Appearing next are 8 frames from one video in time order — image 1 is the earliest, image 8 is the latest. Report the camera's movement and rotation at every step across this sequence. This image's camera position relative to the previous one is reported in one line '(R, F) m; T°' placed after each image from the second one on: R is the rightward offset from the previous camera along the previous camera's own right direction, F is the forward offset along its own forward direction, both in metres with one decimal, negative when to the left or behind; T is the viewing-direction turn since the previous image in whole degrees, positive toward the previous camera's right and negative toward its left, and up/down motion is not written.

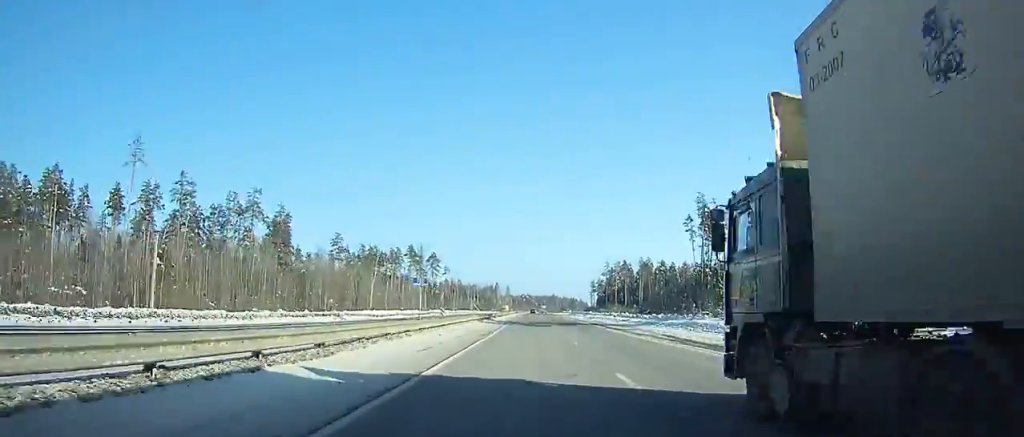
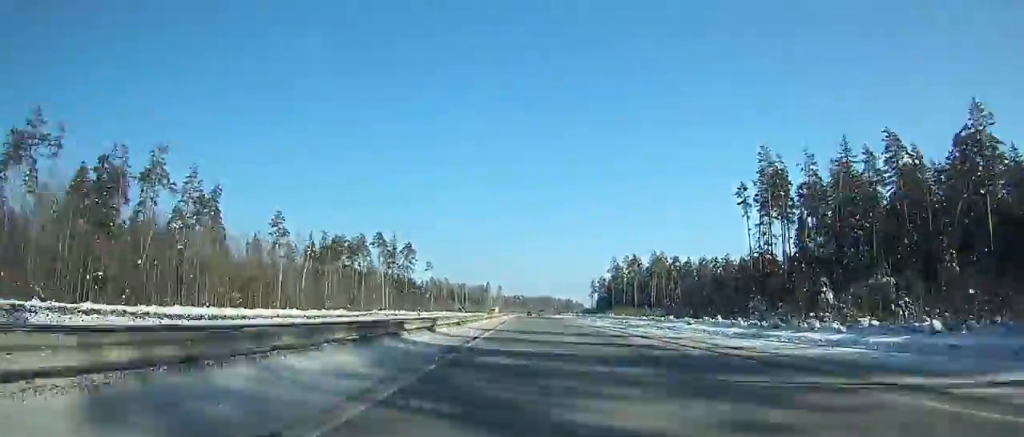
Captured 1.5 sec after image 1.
(0.0, +43.7) m; +1°
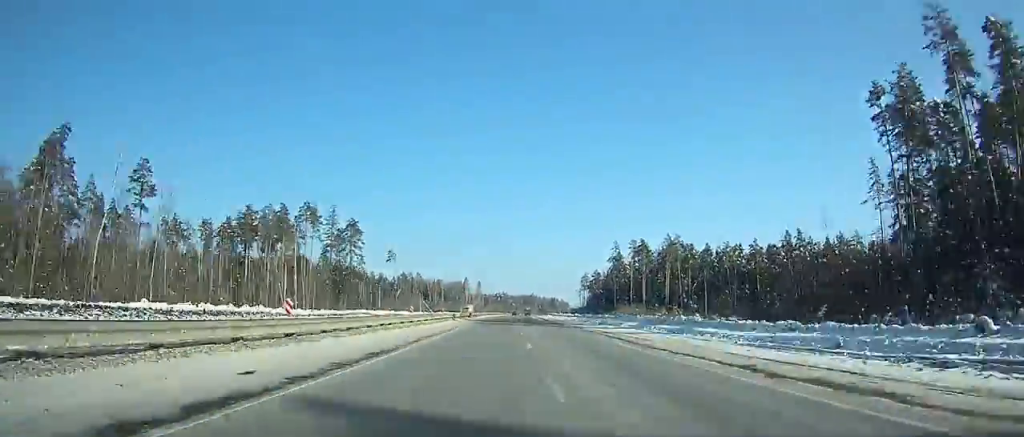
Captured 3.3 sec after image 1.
(0.0, +52.4) m; +3°
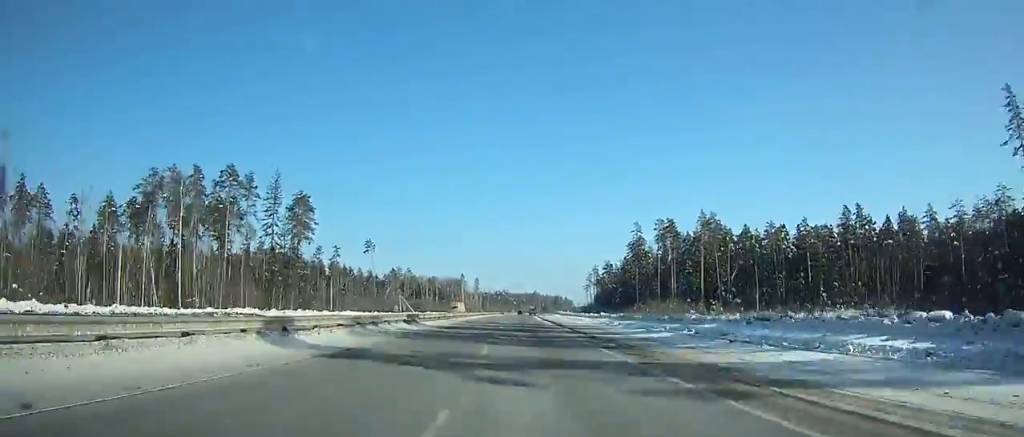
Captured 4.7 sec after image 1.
(+0.5, +40.5) m; 0°
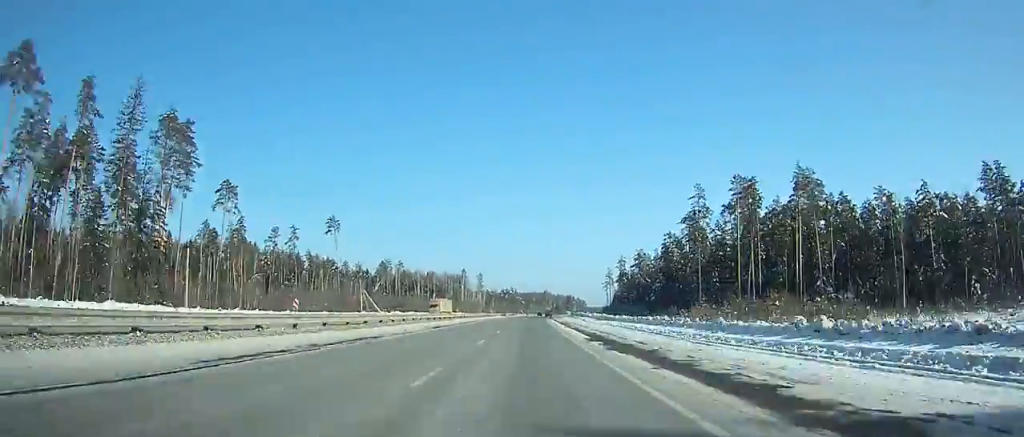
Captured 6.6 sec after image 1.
(+4.2, +54.8) m; -2°
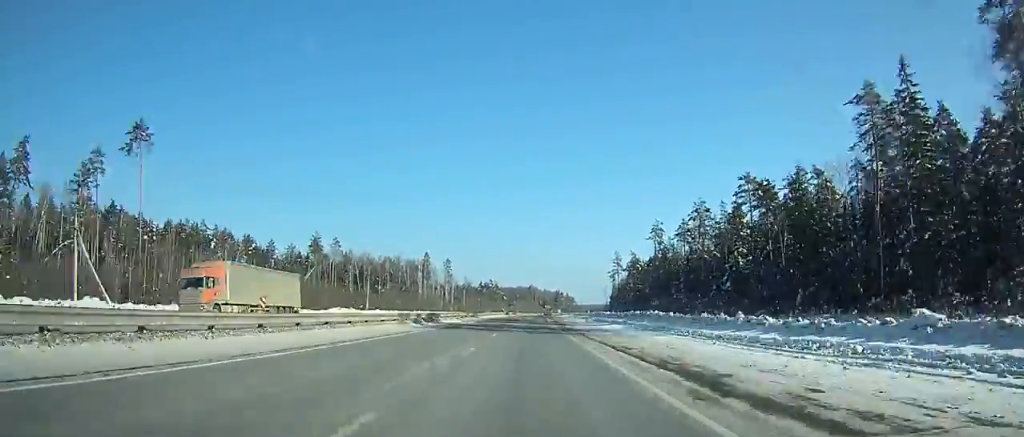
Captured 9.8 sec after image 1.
(-8.8, +91.4) m; -3°
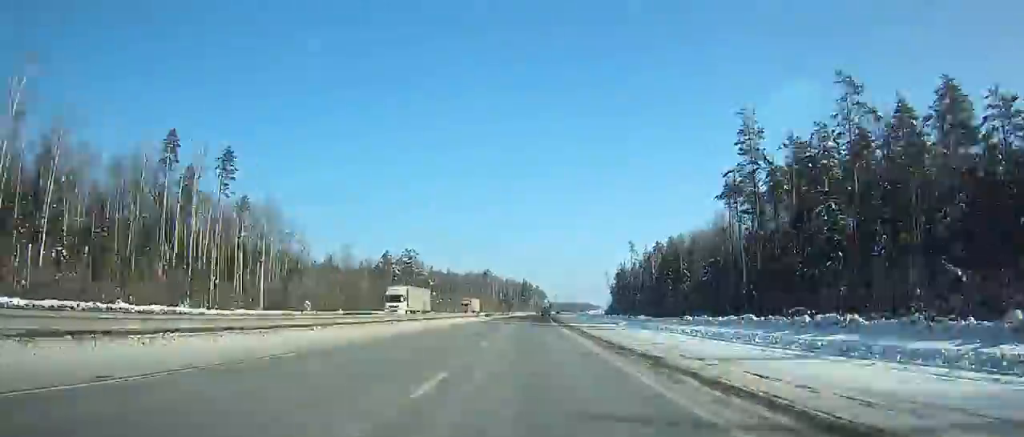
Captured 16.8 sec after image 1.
(+16.8, +199.1) m; +7°
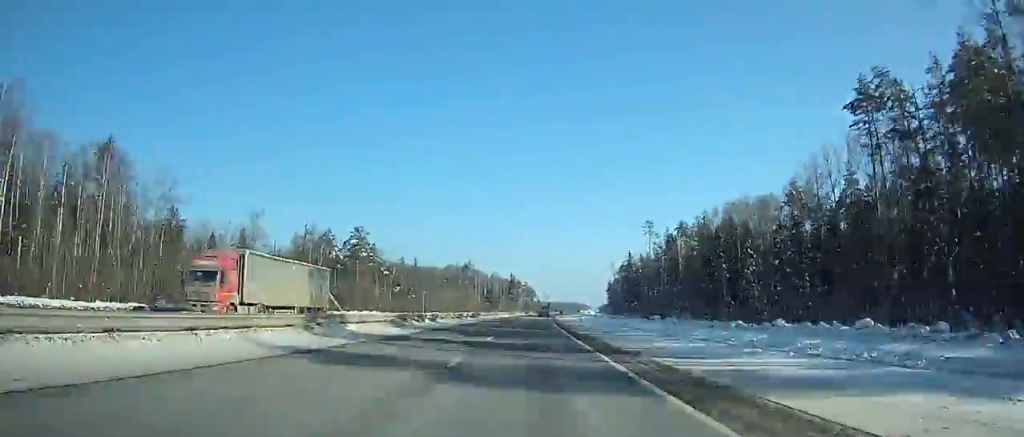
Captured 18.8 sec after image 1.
(+0.6, +57.1) m; +1°
